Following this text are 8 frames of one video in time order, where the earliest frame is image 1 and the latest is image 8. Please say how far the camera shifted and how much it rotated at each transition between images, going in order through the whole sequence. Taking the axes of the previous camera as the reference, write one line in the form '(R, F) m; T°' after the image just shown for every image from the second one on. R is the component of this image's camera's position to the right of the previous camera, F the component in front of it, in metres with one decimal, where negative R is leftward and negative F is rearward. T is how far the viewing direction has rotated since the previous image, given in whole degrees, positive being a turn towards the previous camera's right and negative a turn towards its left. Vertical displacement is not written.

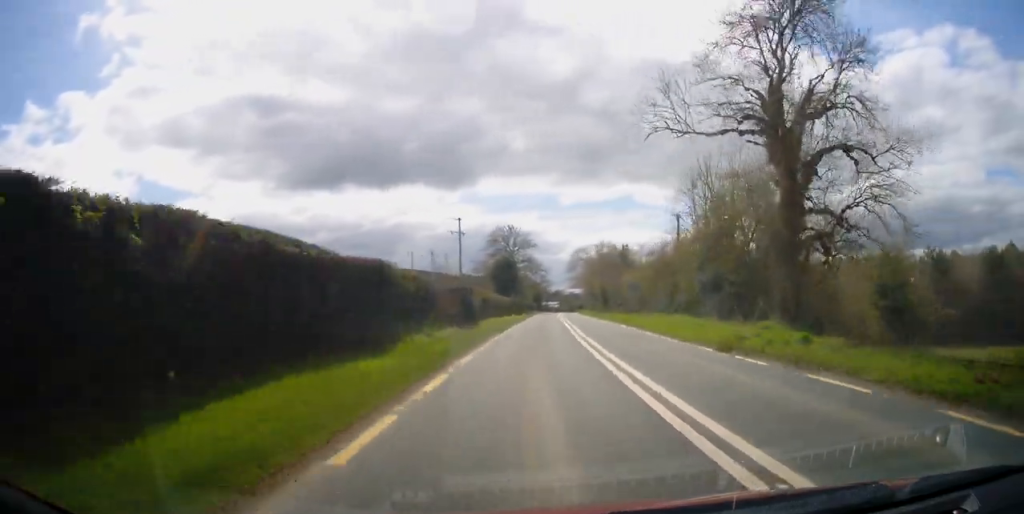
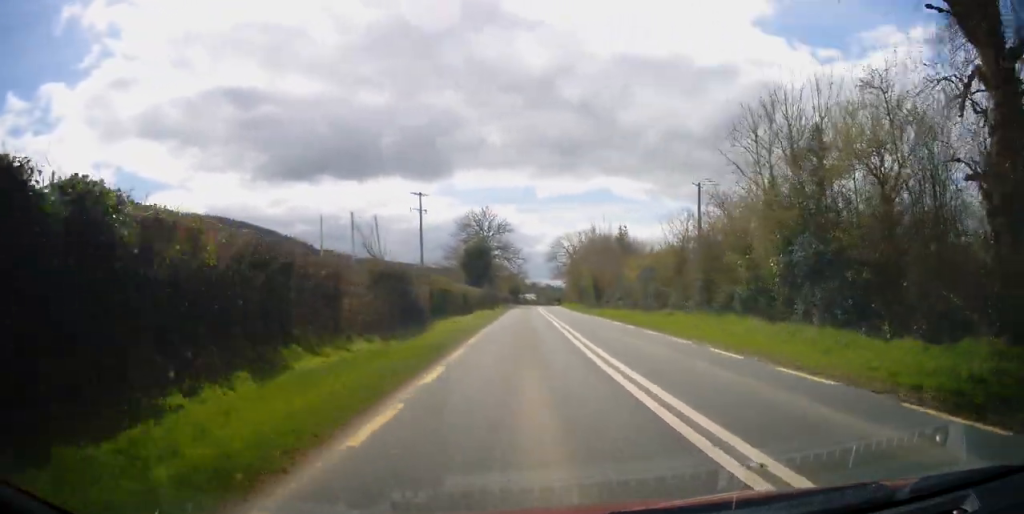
(0.0, +11.4) m; +2°
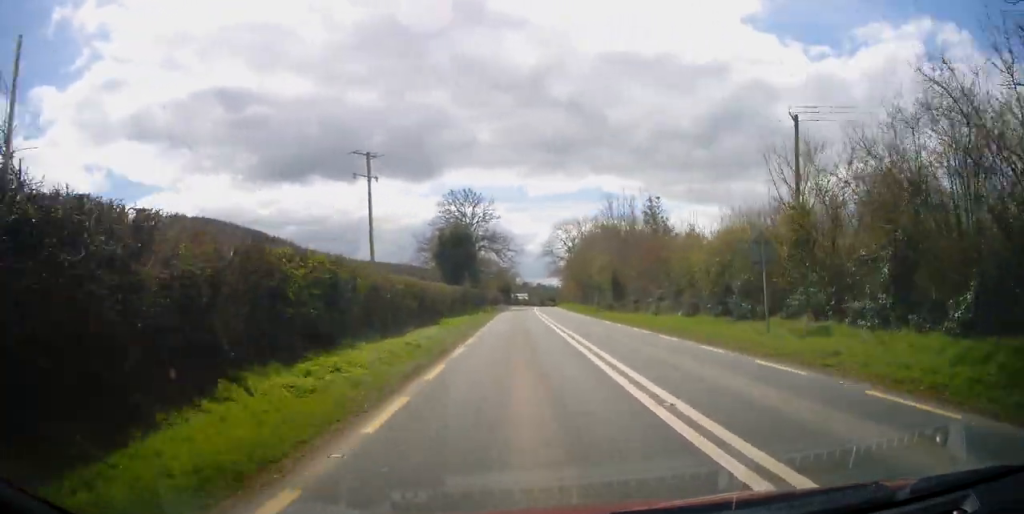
(+0.6, +15.4) m; +2°
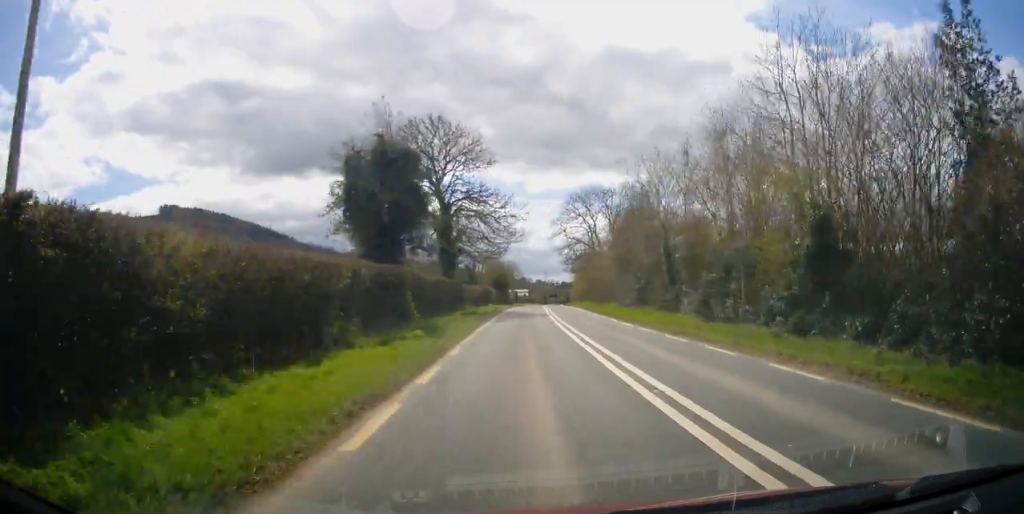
(+0.7, +28.7) m; +1°
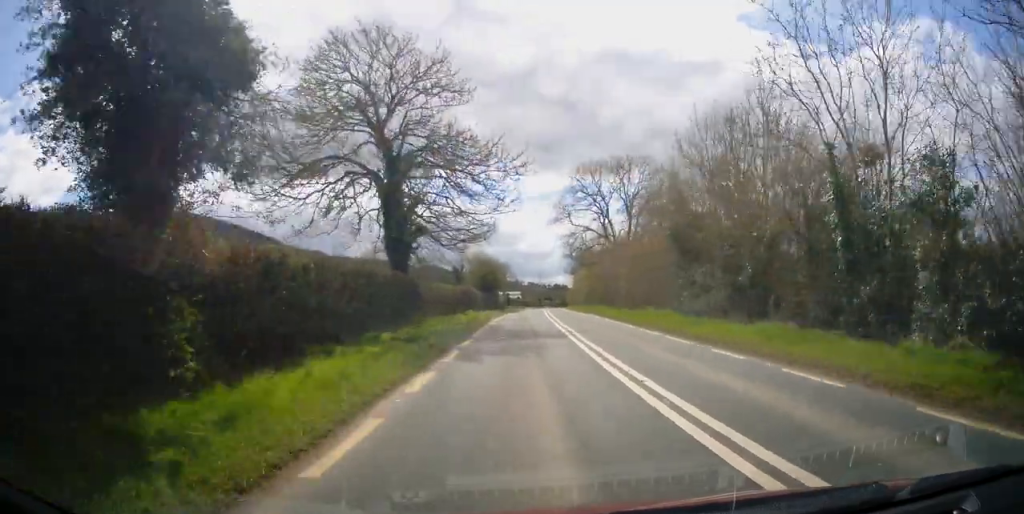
(-0.3, +16.6) m; 0°
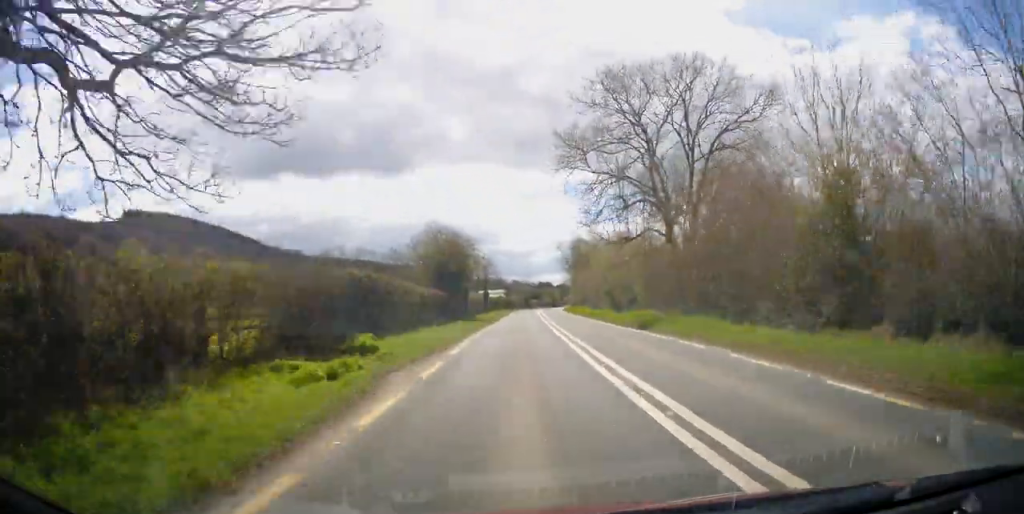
(+0.6, +26.0) m; -1°
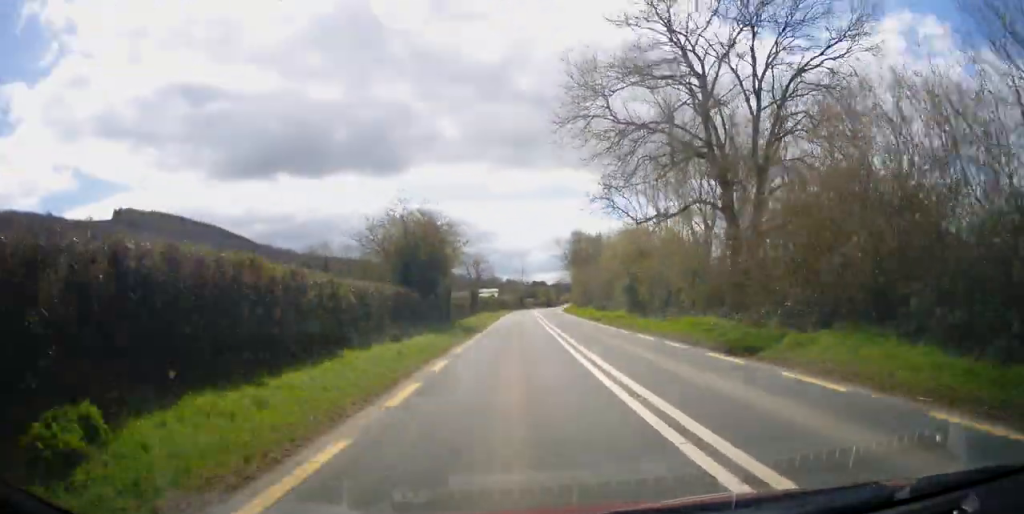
(+0.5, +10.7) m; -4°
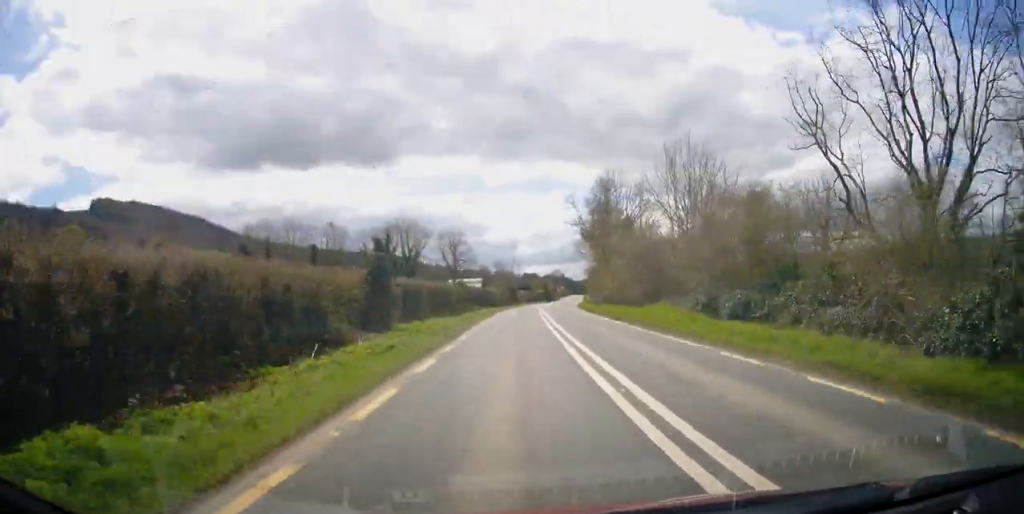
(+2.8, +35.5) m; +13°
